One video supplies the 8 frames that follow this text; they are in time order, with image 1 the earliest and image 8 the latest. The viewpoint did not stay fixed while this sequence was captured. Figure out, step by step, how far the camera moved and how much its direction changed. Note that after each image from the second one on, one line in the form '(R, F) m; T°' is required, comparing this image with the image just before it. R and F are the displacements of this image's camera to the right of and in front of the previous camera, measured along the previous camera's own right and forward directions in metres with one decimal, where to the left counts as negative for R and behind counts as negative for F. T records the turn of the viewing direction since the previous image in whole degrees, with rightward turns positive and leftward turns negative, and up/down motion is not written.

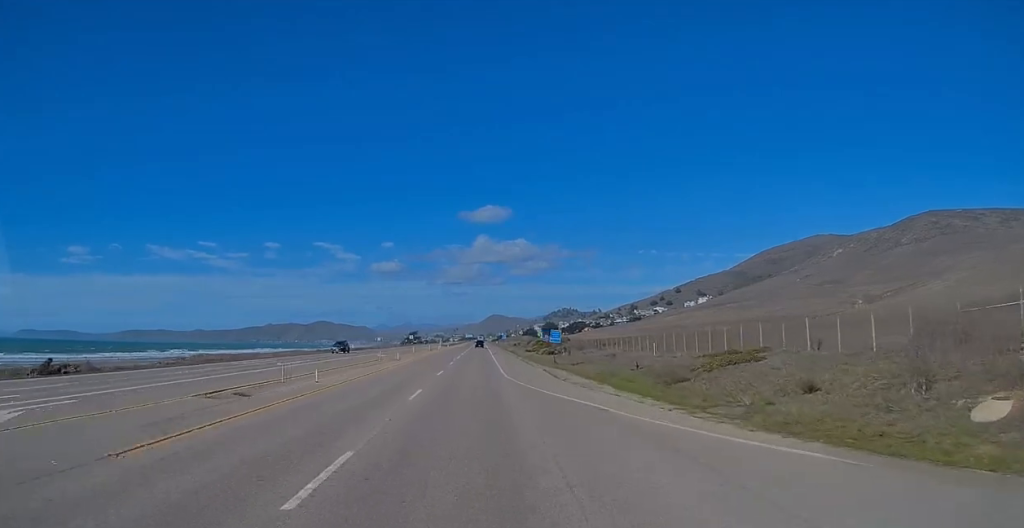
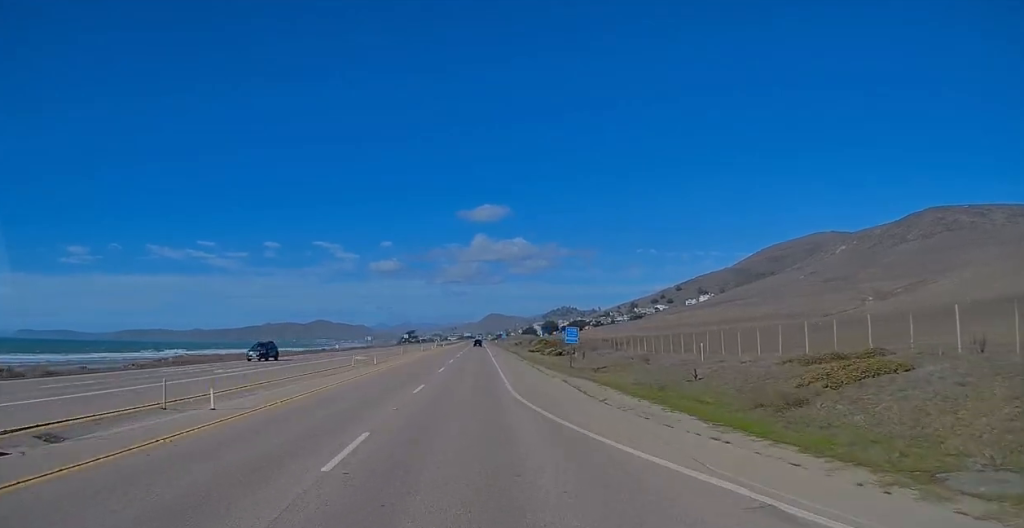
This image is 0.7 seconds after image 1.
(0.0, +12.3) m; 0°
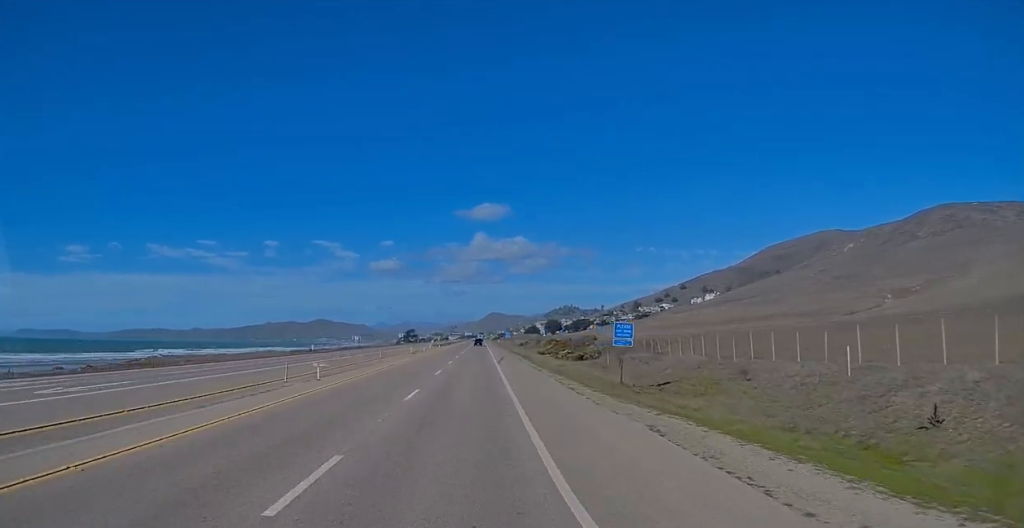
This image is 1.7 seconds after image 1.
(0.0, +17.1) m; 0°
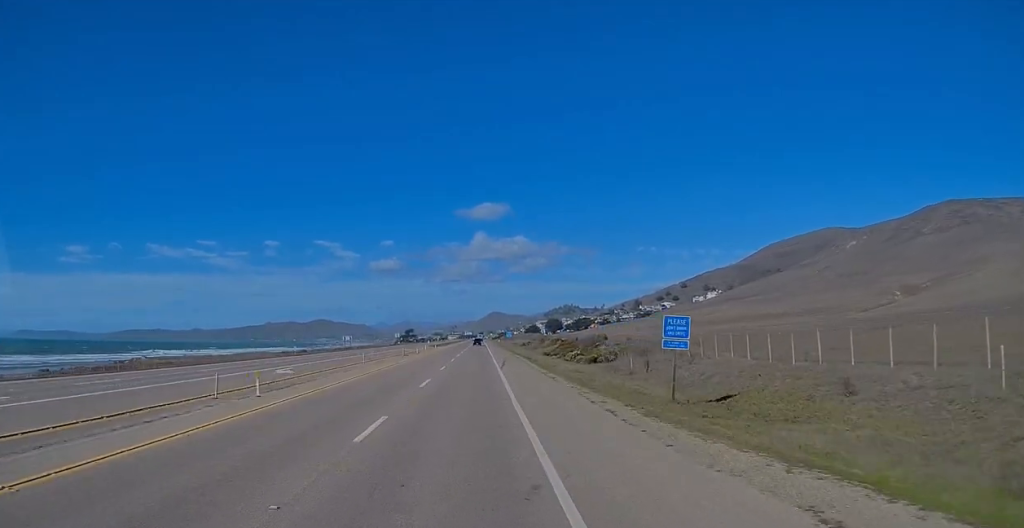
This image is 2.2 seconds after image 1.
(0.0, +8.5) m; 0°
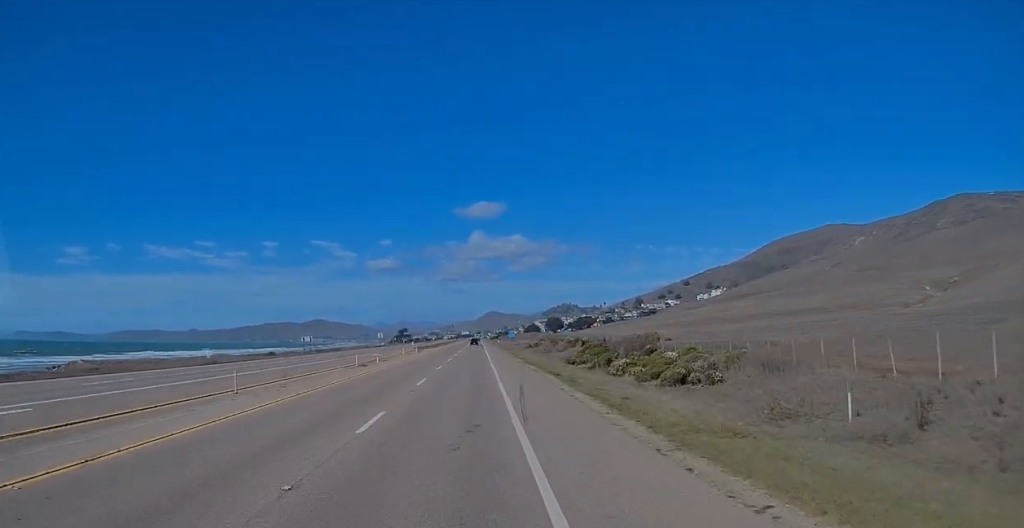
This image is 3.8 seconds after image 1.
(-0.1, +27.7) m; 0°
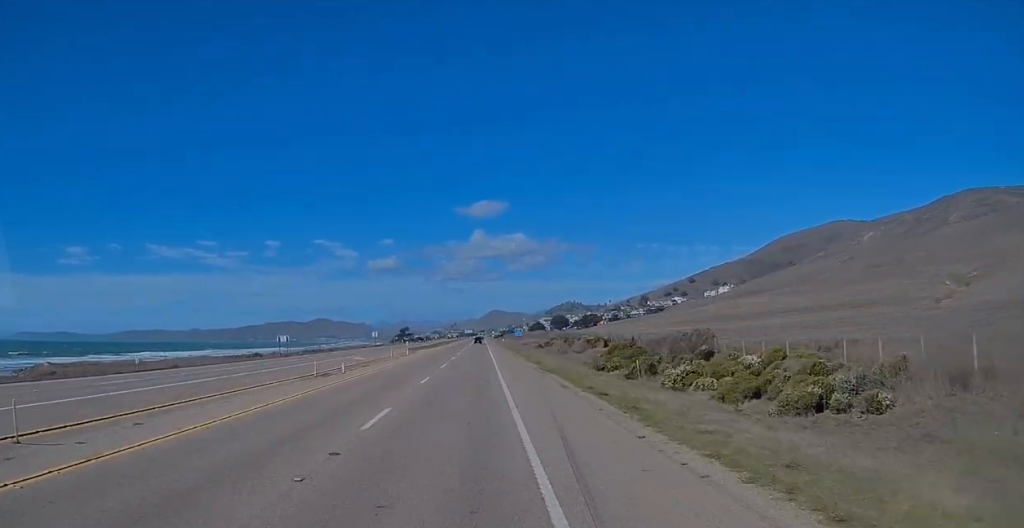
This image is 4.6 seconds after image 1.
(0.0, +14.7) m; 0°
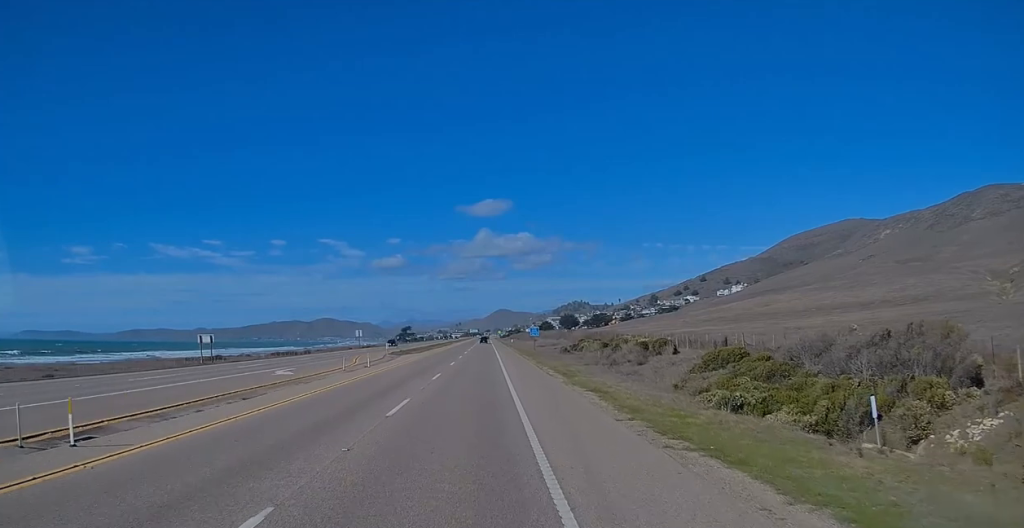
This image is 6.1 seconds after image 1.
(+0.1, +26.6) m; 0°
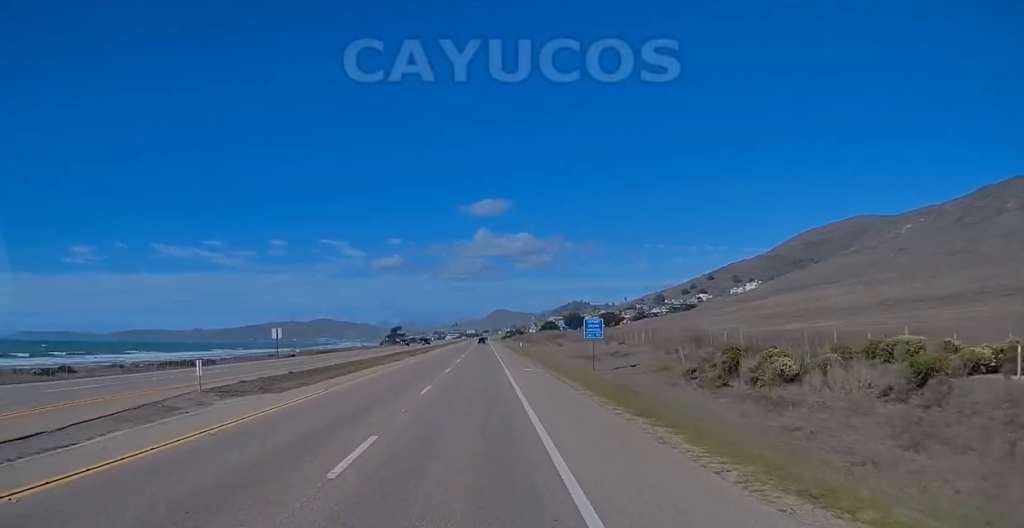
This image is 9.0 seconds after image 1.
(-1.1, +51.7) m; -1°
